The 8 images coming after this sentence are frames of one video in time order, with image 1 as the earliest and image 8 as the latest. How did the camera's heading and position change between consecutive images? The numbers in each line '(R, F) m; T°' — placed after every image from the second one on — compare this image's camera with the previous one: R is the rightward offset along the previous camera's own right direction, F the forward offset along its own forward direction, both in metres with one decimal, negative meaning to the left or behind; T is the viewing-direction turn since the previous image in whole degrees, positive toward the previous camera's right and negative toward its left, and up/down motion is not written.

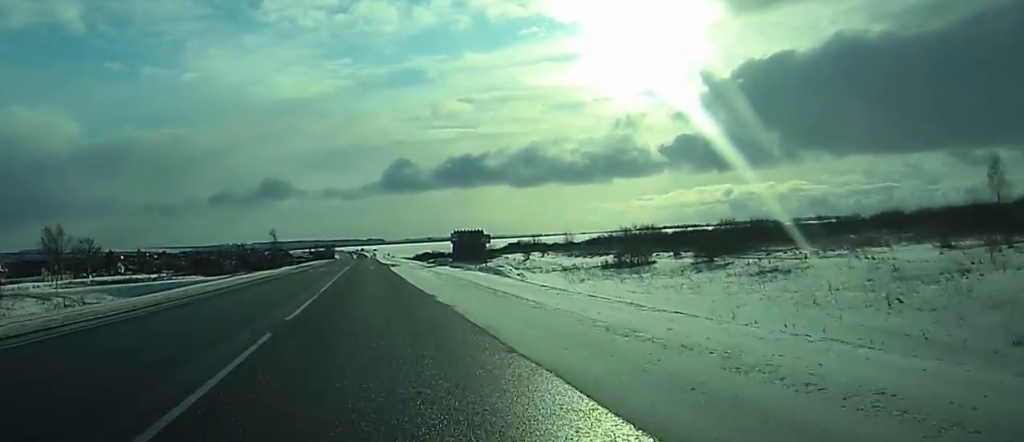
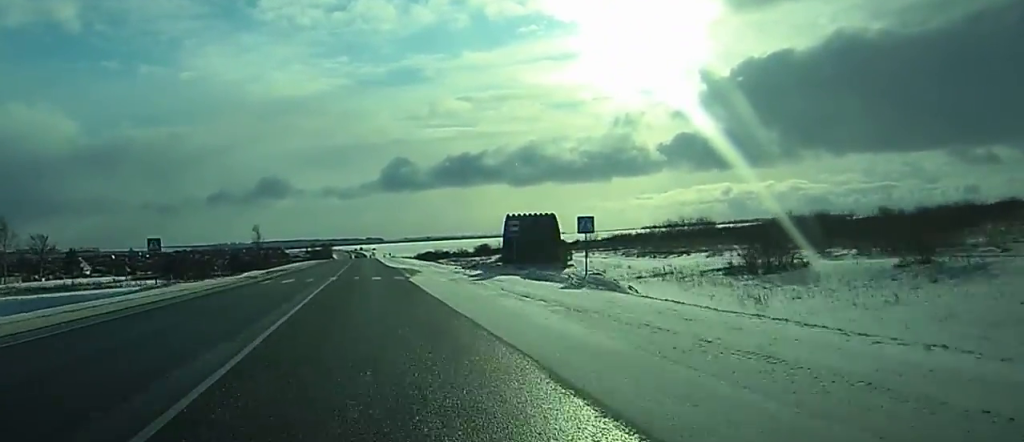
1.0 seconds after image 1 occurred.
(+0.1, +30.7) m; 0°
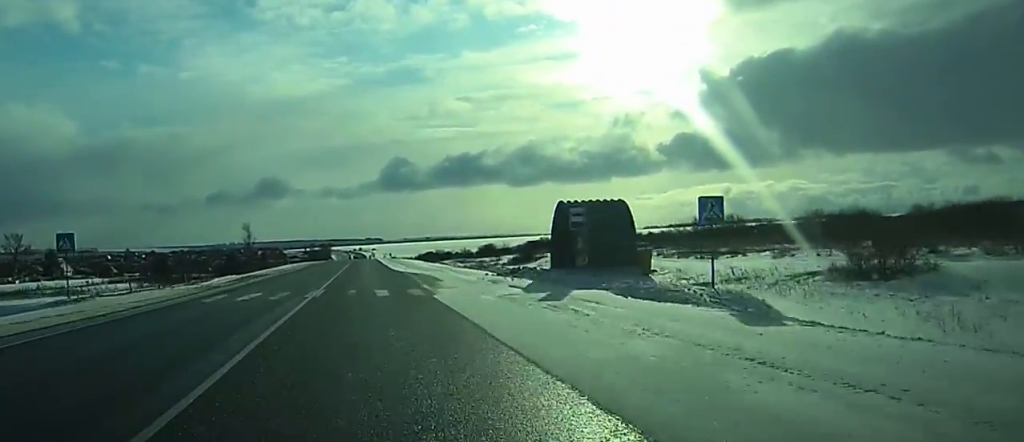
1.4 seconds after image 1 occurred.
(0.0, +13.7) m; 0°
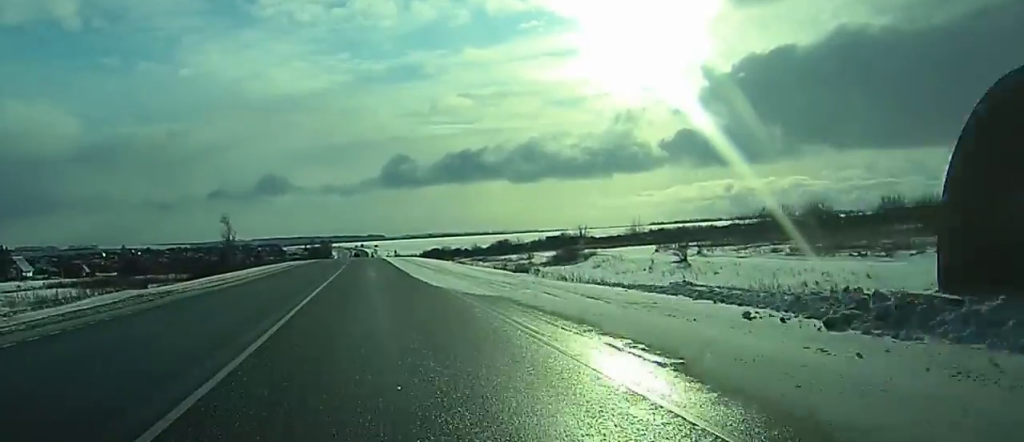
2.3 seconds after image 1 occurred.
(0.0, +27.4) m; 0°
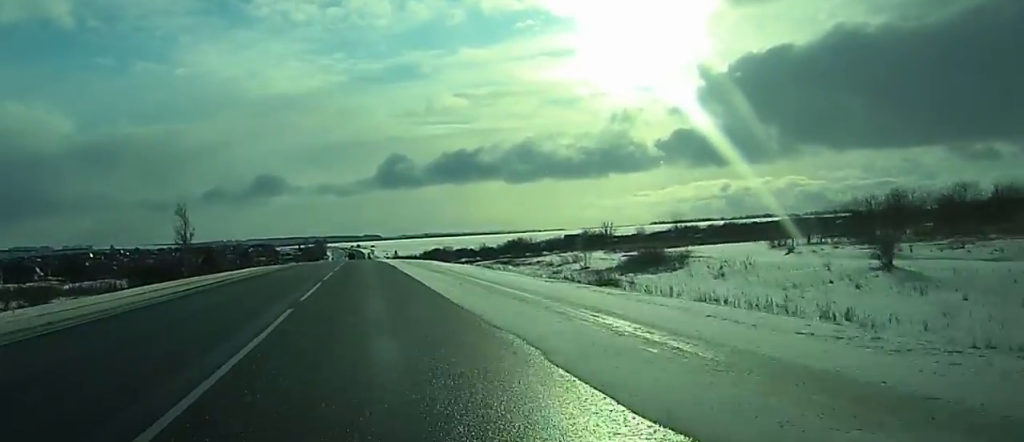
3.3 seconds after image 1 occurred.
(-0.1, +31.4) m; 0°
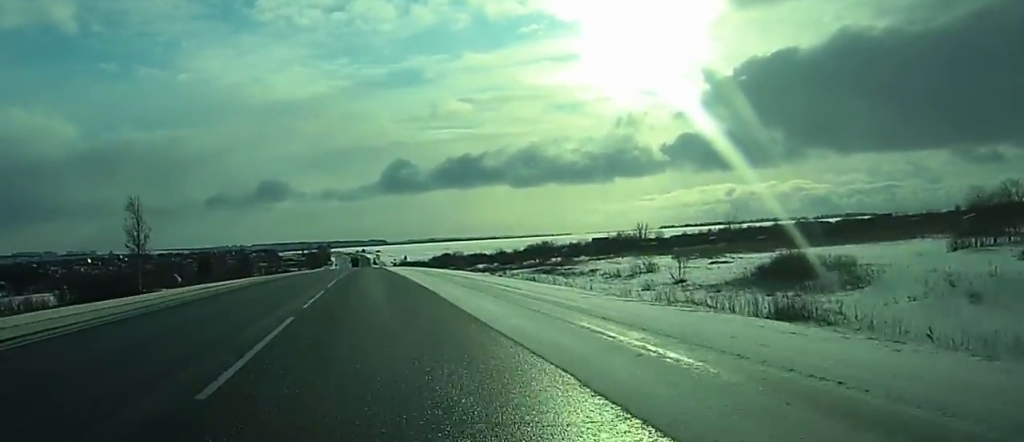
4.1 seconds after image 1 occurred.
(0.0, +24.9) m; 0°
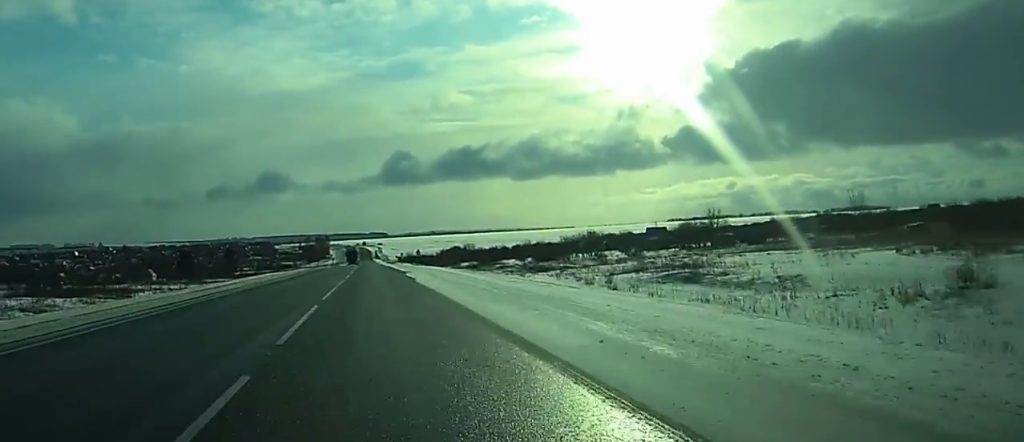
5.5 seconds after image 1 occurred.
(+0.2, +43.3) m; 0°
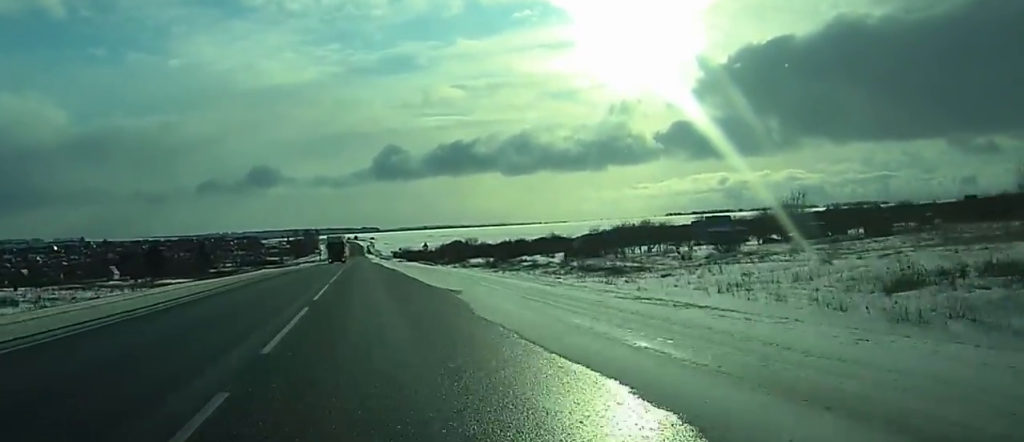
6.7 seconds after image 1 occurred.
(-0.5, +36.8) m; -1°
